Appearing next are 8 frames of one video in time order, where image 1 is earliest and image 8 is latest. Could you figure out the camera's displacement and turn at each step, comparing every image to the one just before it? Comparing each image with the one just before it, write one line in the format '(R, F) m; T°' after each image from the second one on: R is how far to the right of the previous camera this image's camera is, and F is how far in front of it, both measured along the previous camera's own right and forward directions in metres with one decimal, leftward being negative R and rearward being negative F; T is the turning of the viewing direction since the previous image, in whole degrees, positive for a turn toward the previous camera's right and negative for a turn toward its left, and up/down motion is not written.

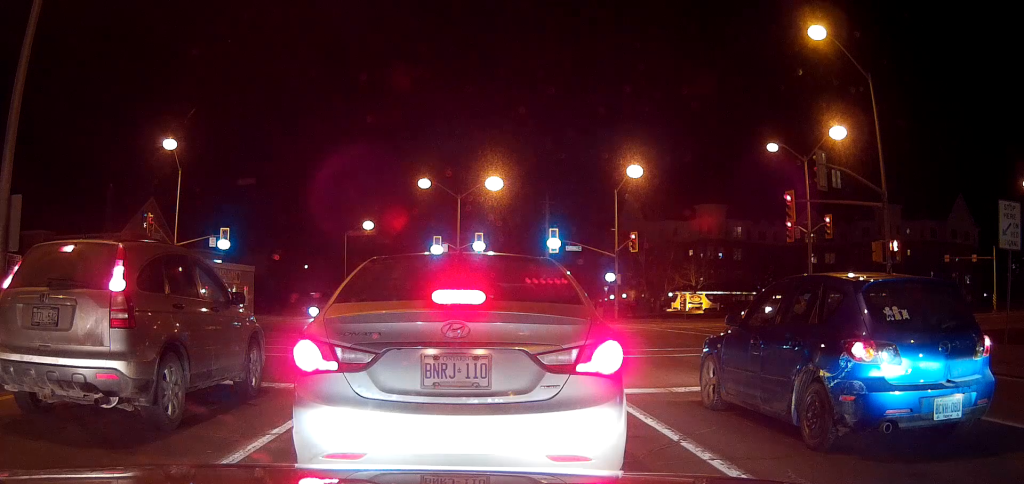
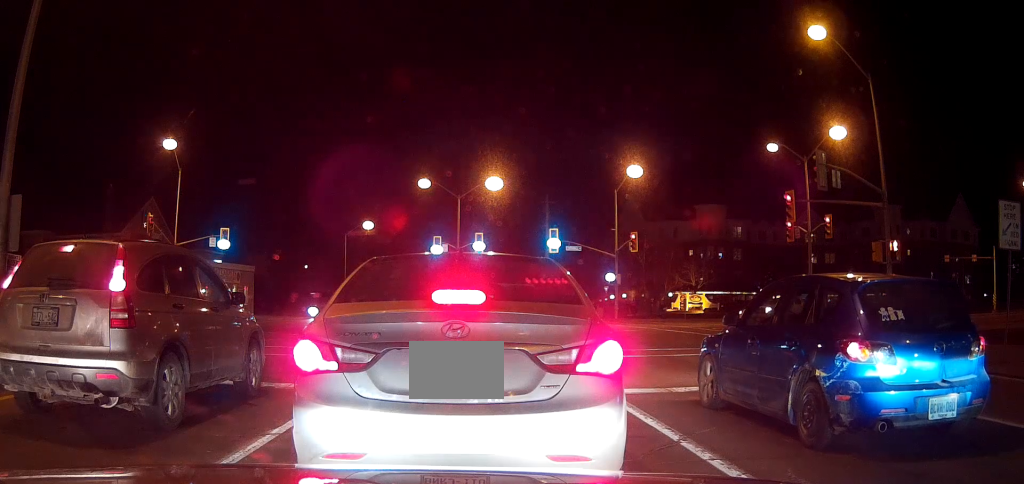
(0.0, 0.0) m; 0°
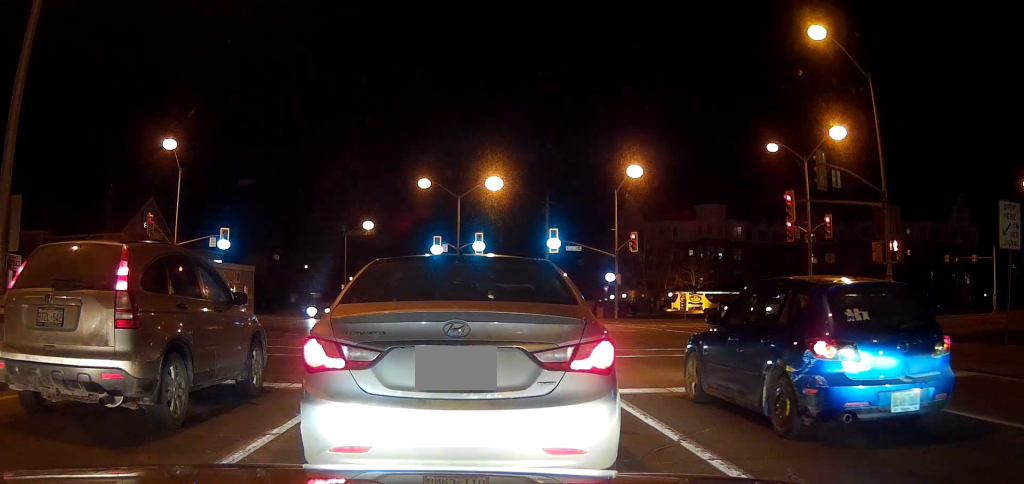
(0.0, 0.0) m; 0°
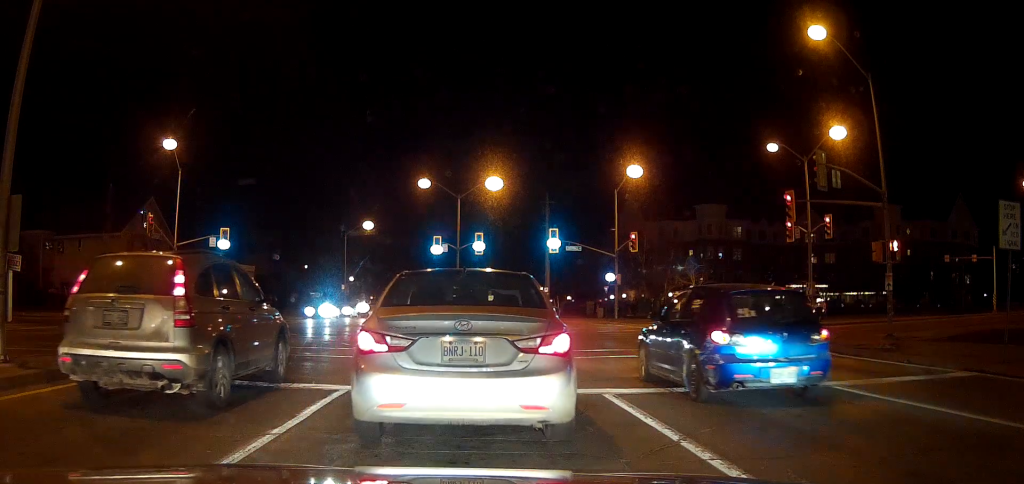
(0.0, 0.0) m; 0°
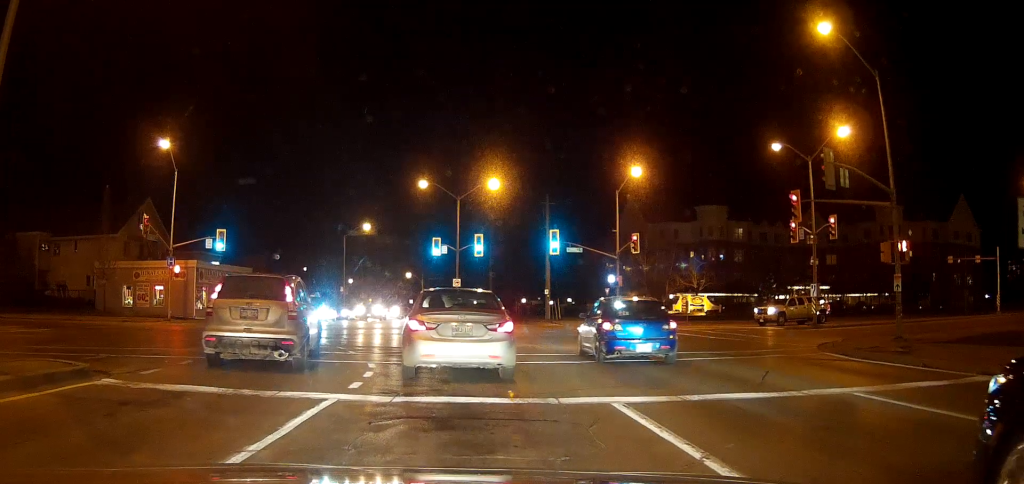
(0.0, +0.3) m; 0°
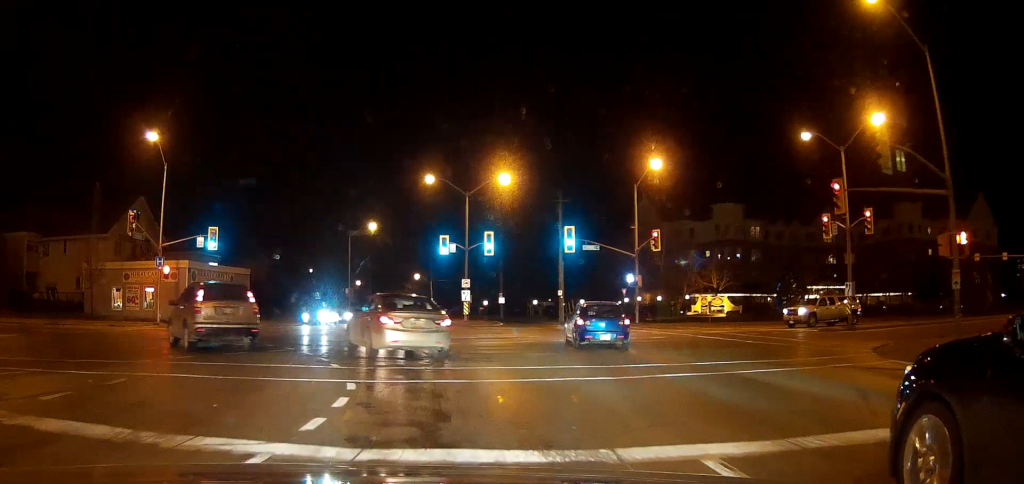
(0.0, +5.3) m; +2°
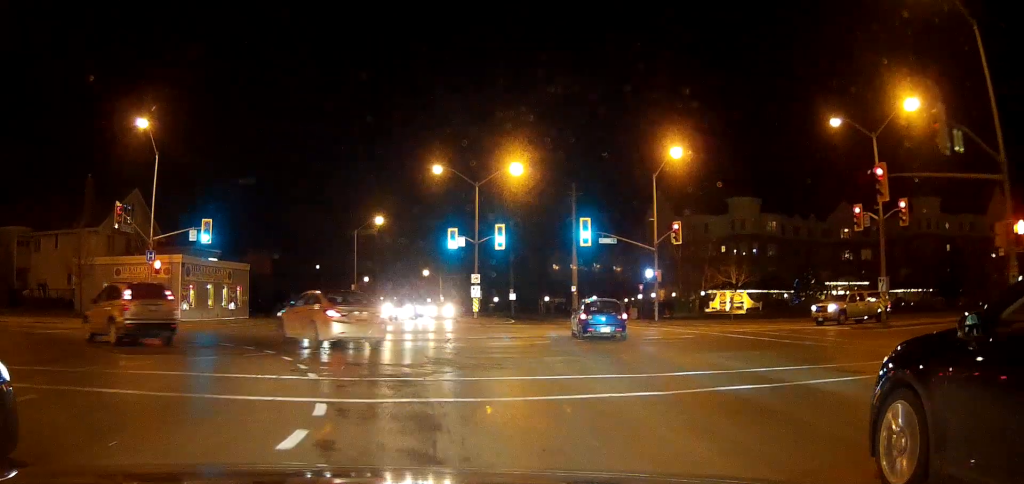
(+0.2, +3.8) m; -2°
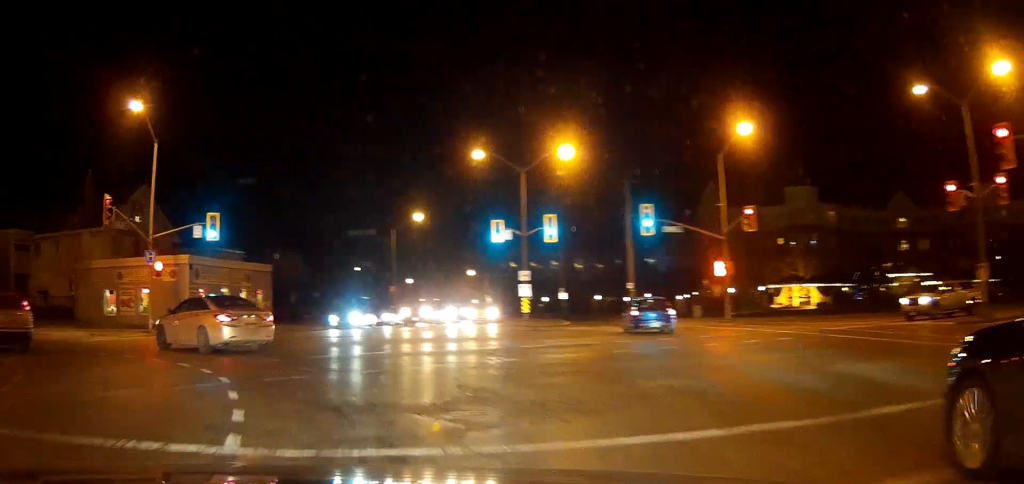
(-0.4, +6.3) m; -12°
